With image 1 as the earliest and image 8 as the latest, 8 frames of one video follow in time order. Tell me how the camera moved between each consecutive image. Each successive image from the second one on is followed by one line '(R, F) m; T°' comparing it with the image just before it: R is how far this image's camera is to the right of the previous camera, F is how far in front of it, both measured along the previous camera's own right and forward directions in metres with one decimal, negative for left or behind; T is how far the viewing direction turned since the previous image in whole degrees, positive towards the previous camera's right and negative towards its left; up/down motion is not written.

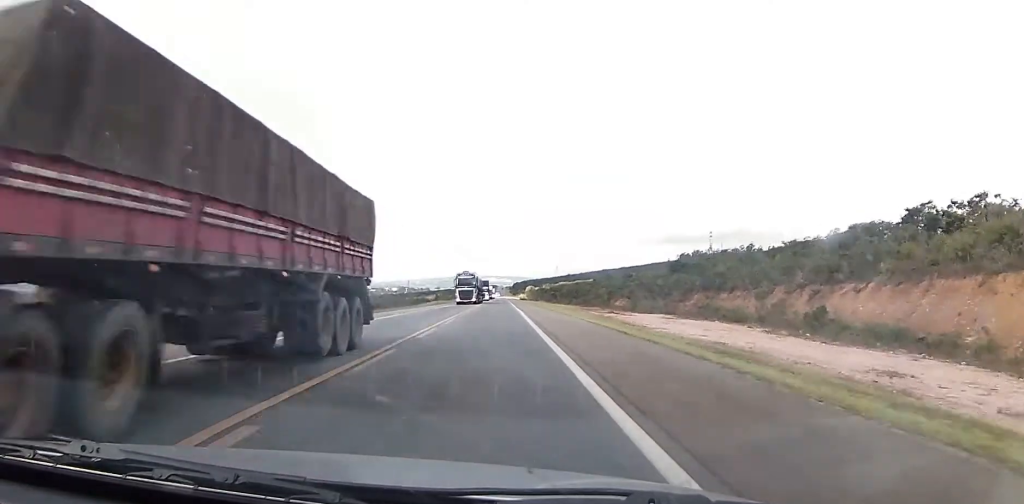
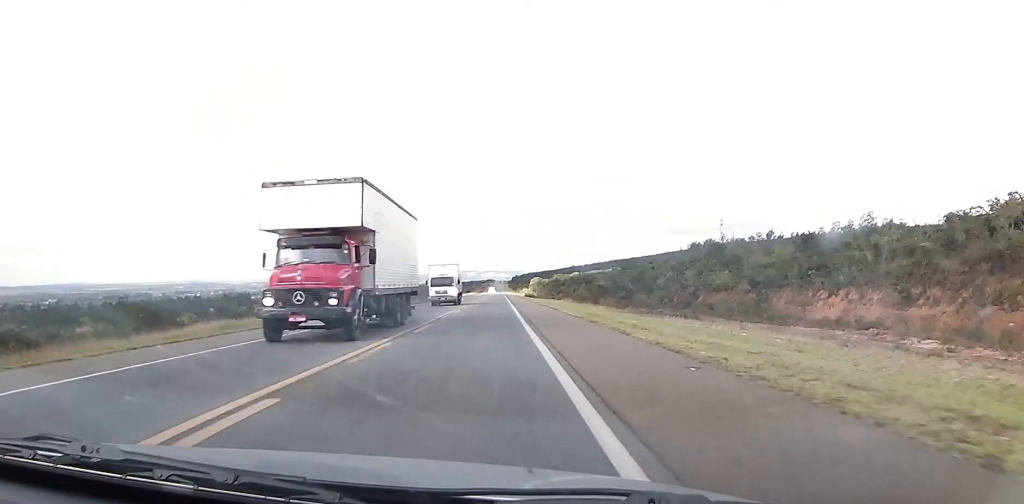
(-0.3, +108.6) m; -1°
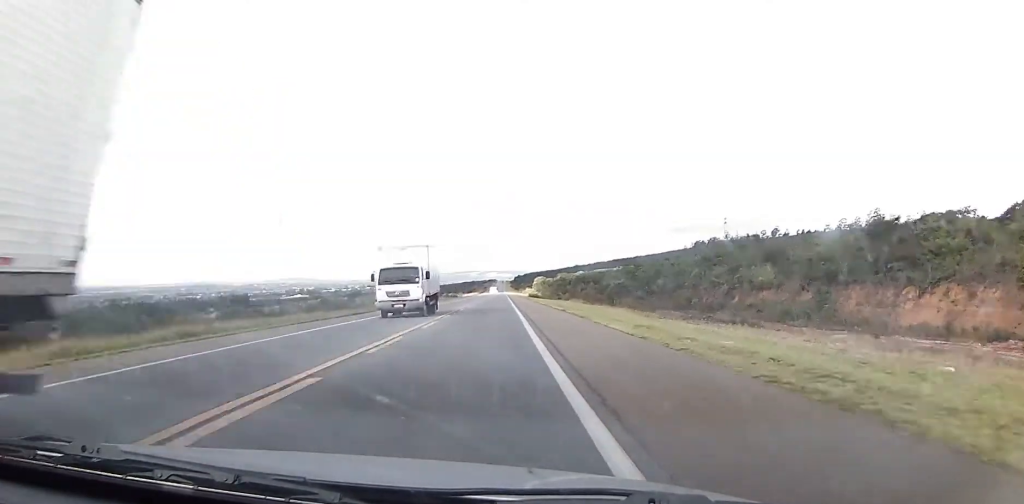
(0.0, +14.0) m; 0°
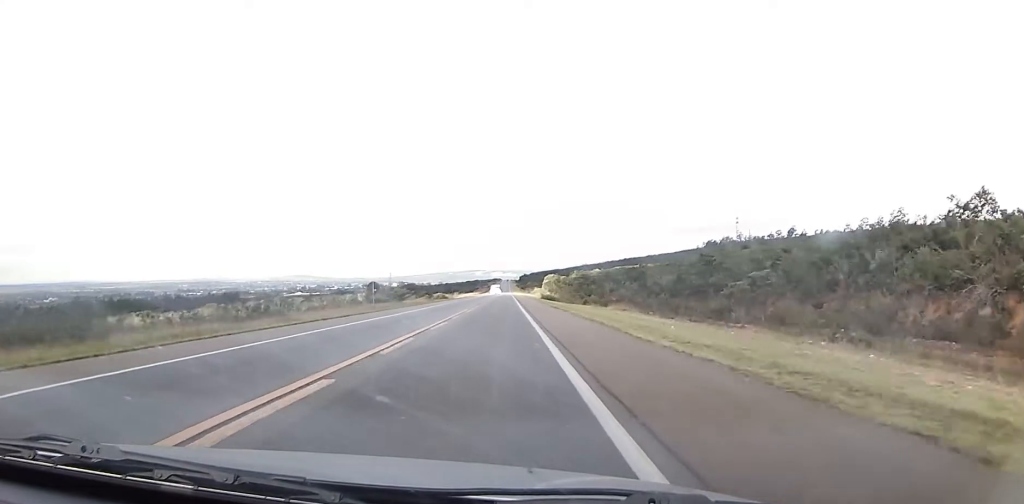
(0.0, +47.5) m; 0°
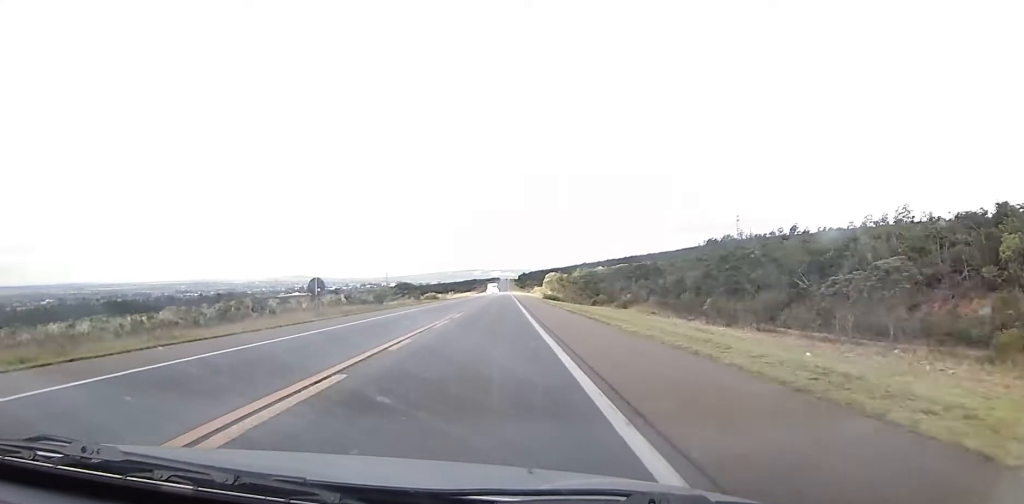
(0.0, +15.2) m; 0°
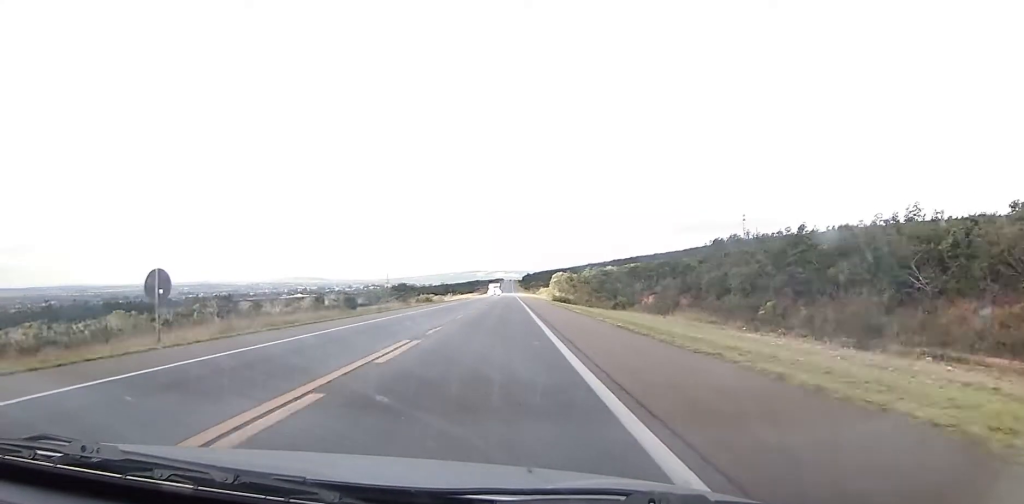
(0.0, +17.4) m; 0°
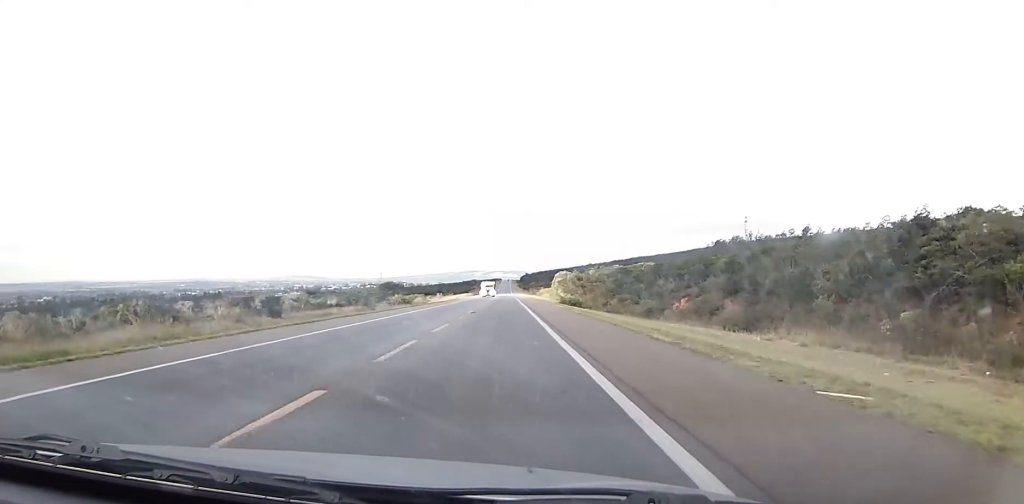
(0.0, +22.9) m; 0°
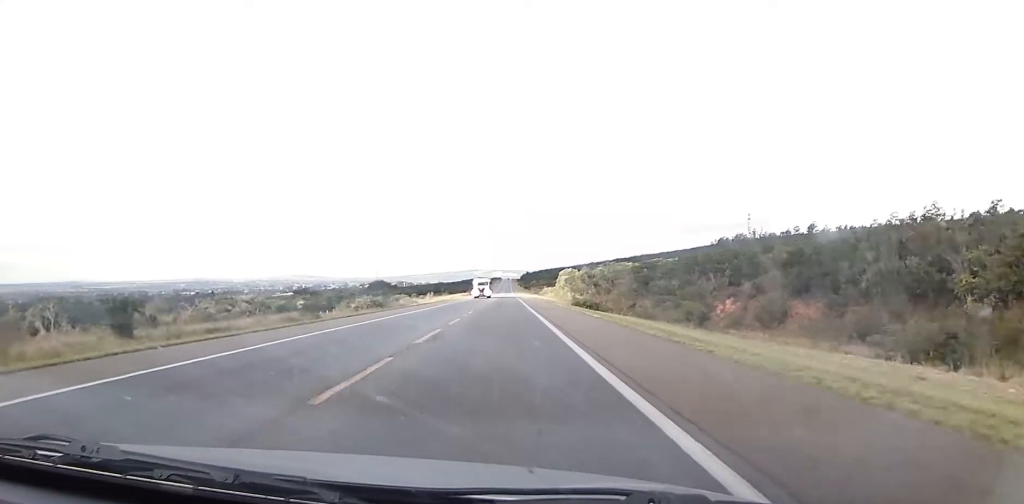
(0.0, +19.6) m; 0°
